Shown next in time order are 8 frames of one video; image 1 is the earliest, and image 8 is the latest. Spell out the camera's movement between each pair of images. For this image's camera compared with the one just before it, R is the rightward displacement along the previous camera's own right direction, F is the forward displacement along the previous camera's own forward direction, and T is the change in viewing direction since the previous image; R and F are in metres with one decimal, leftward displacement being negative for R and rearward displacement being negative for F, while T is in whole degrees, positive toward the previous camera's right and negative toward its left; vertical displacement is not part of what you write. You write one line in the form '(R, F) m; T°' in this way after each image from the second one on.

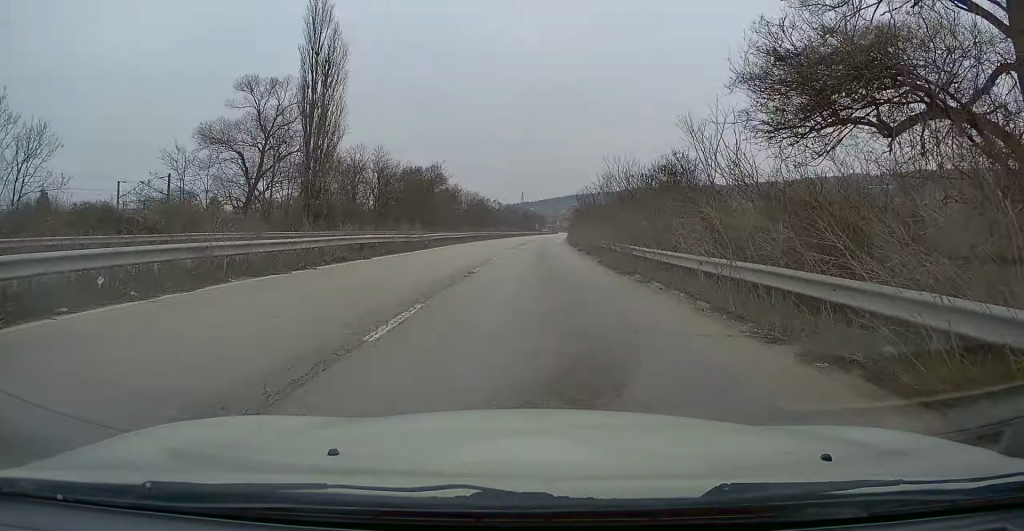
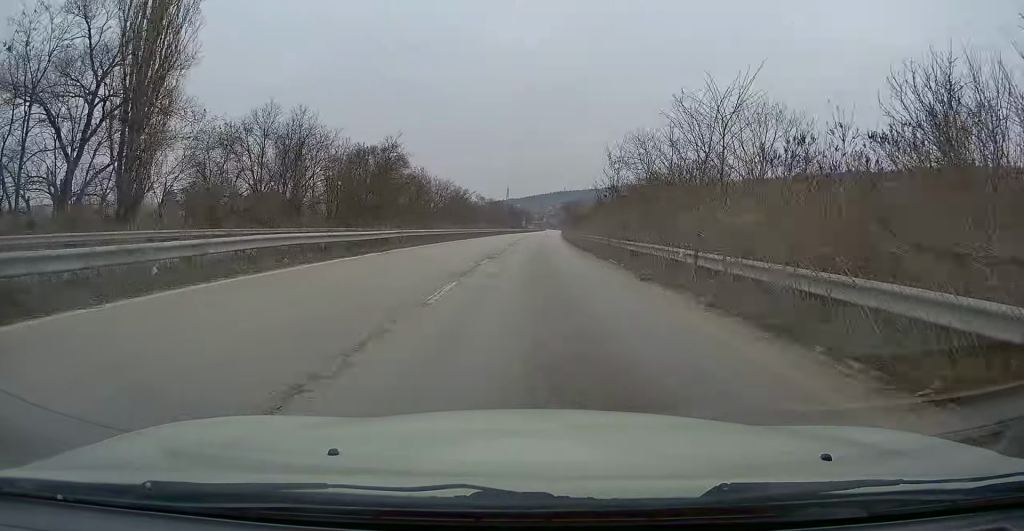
(+0.3, +24.0) m; +1°
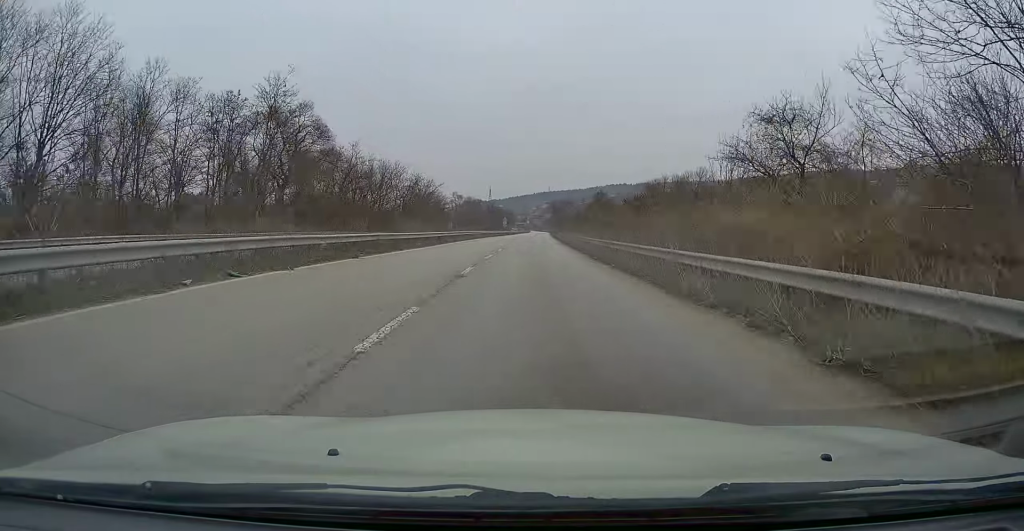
(+0.4, +30.2) m; +1°
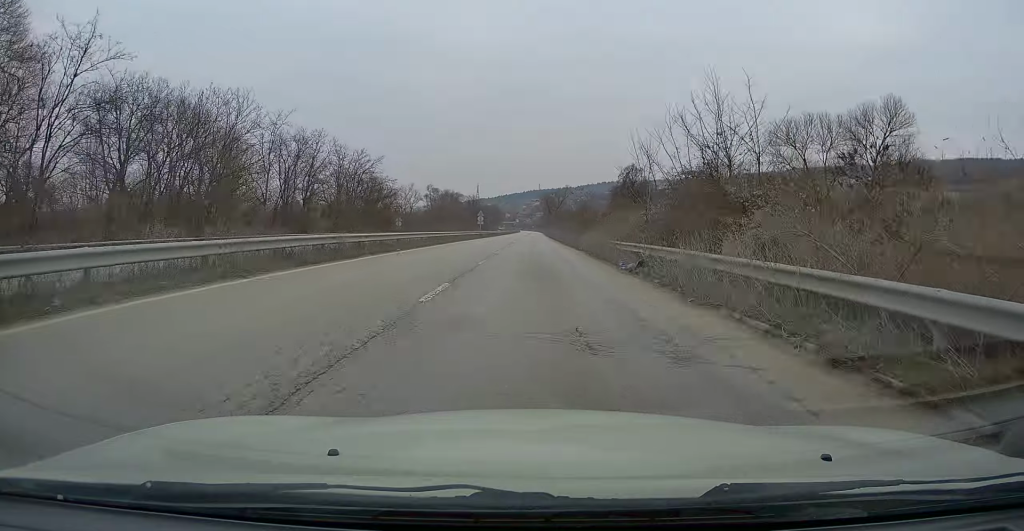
(+0.5, +40.5) m; +1°
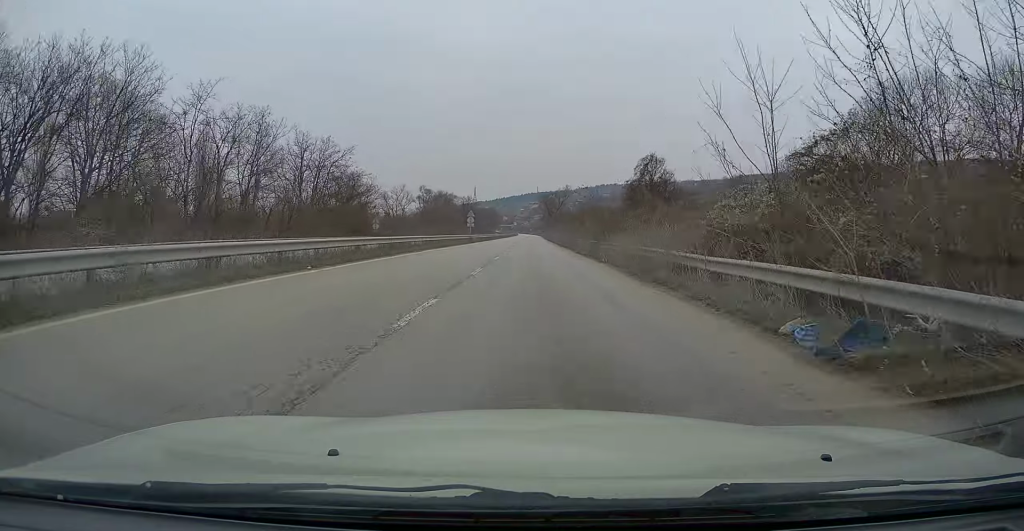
(+0.1, +11.4) m; 0°
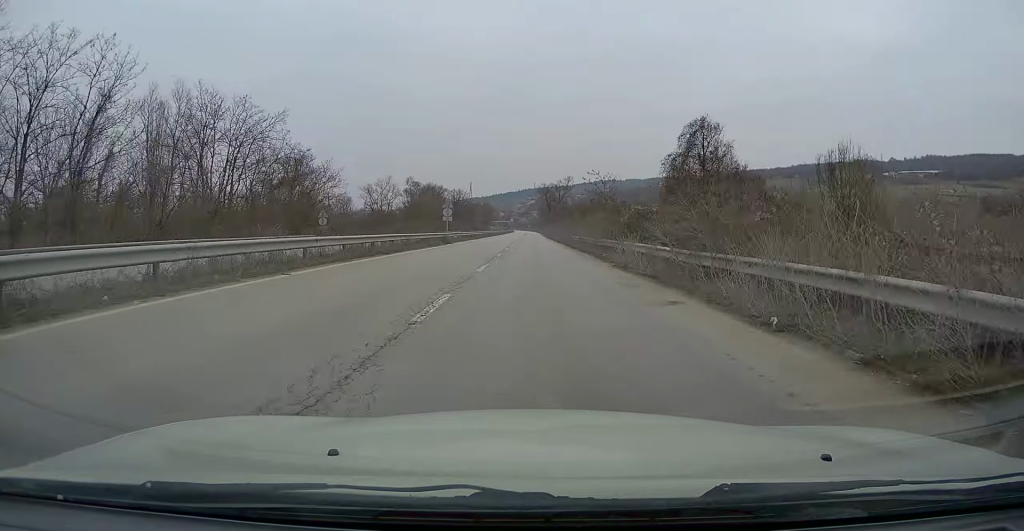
(+0.1, +17.5) m; 0°
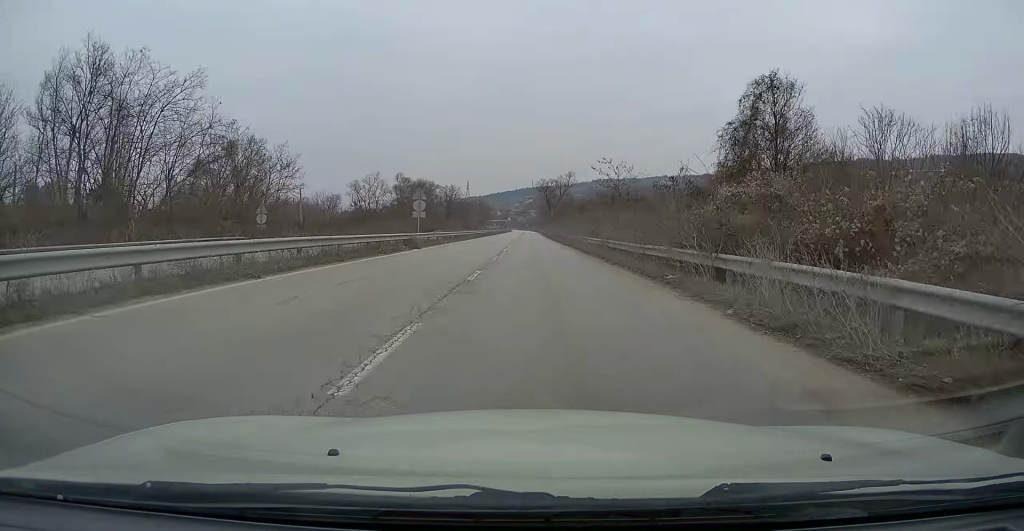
(-0.1, +12.0) m; 0°
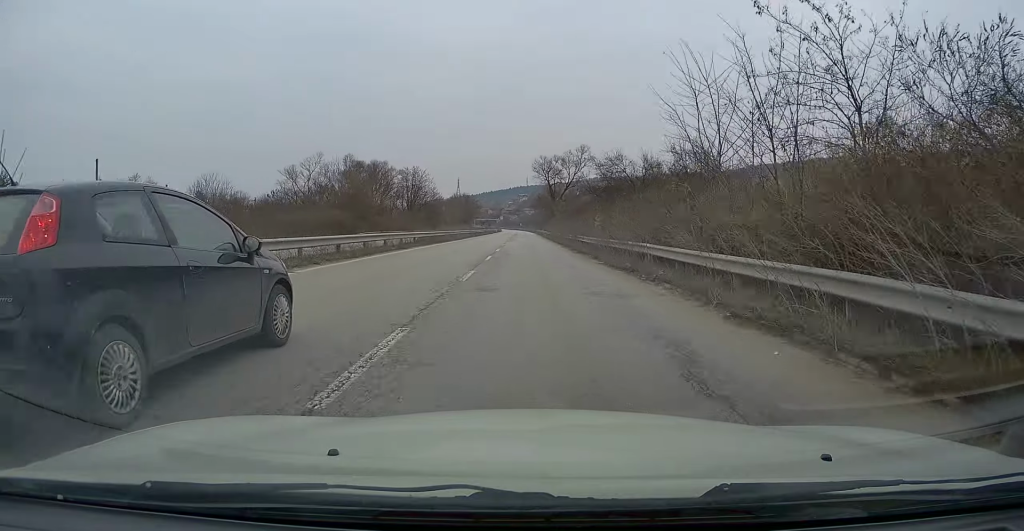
(+0.5, +44.9) m; +1°
